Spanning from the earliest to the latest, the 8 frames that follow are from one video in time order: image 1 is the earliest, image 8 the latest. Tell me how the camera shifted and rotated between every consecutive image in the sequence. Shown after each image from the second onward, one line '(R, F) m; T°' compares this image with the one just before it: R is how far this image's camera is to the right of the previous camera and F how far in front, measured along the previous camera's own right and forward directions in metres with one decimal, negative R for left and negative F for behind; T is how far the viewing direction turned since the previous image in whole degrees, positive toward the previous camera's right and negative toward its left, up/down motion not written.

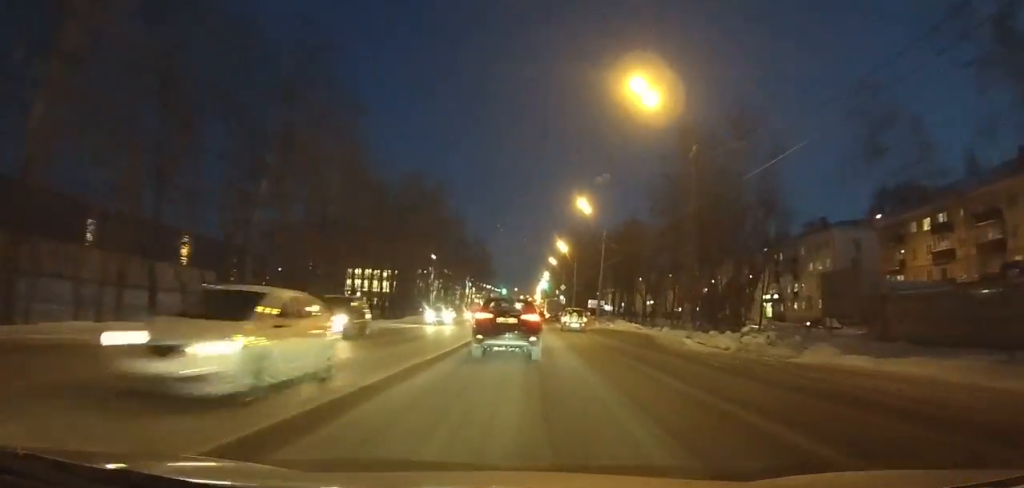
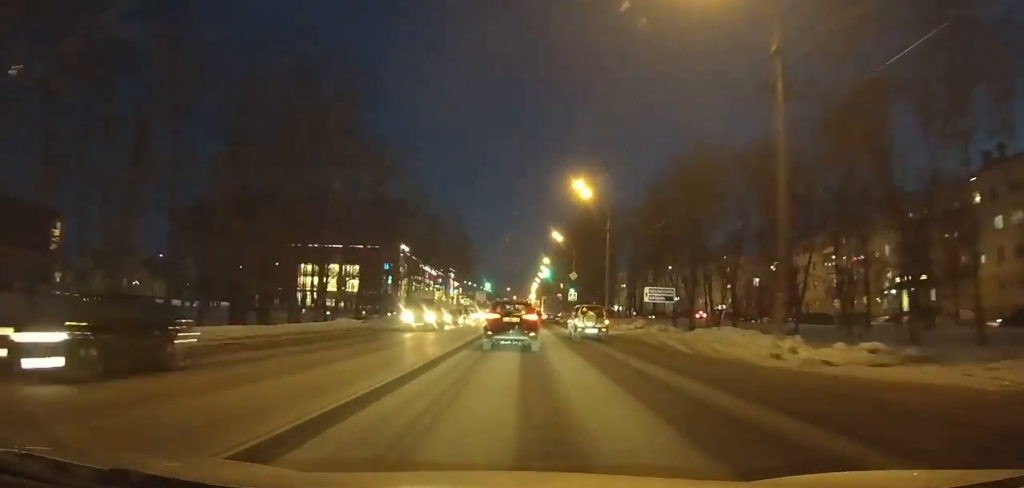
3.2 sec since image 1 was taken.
(+0.1, +42.7) m; 0°
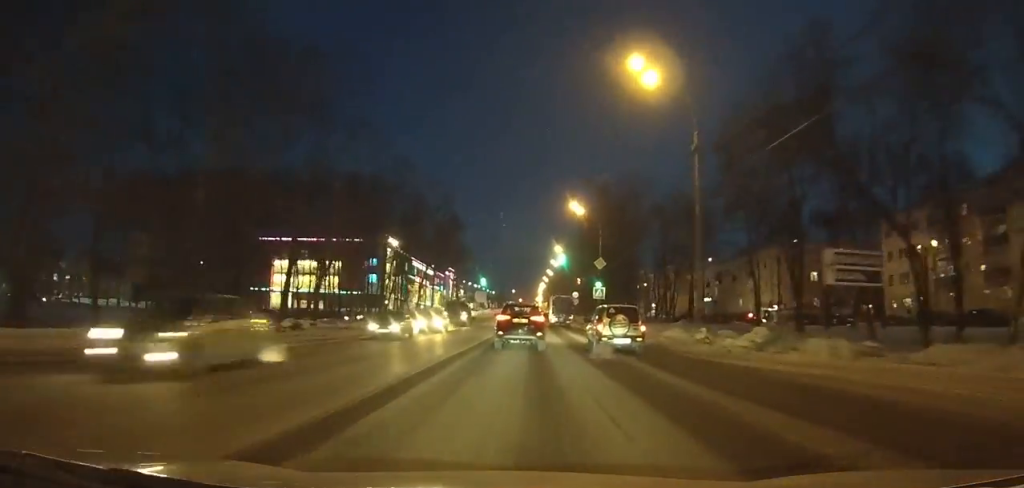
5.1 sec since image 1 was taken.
(-0.1, +25.4) m; 0°
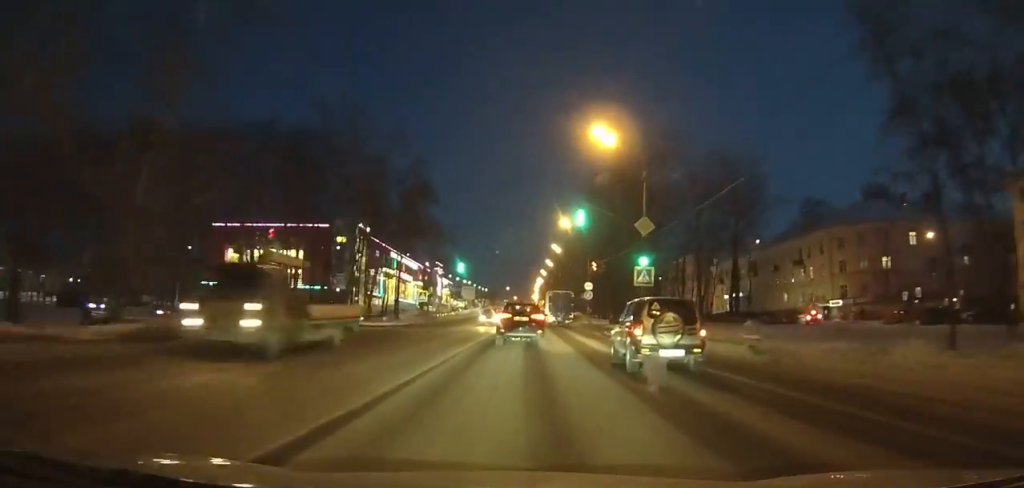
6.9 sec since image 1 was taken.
(-0.1, +24.0) m; 0°
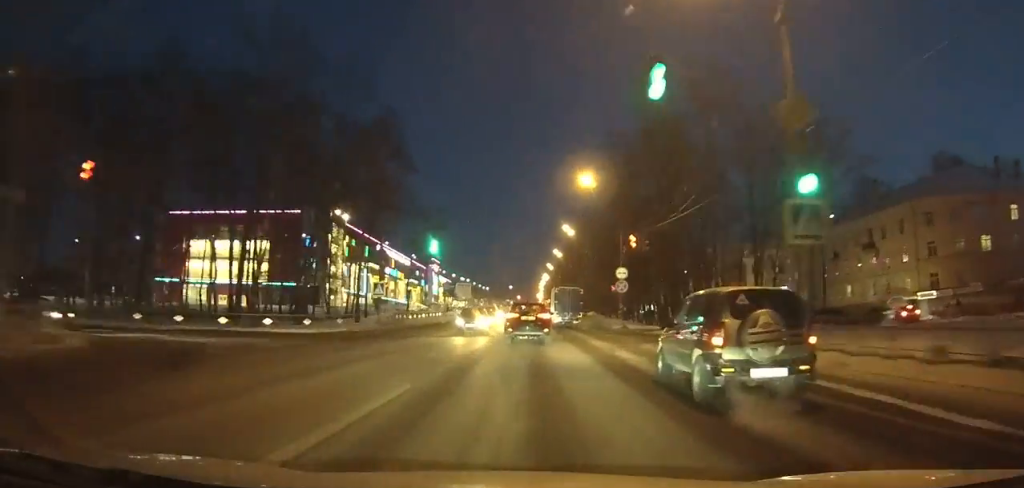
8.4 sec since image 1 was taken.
(-0.1, +19.9) m; 0°
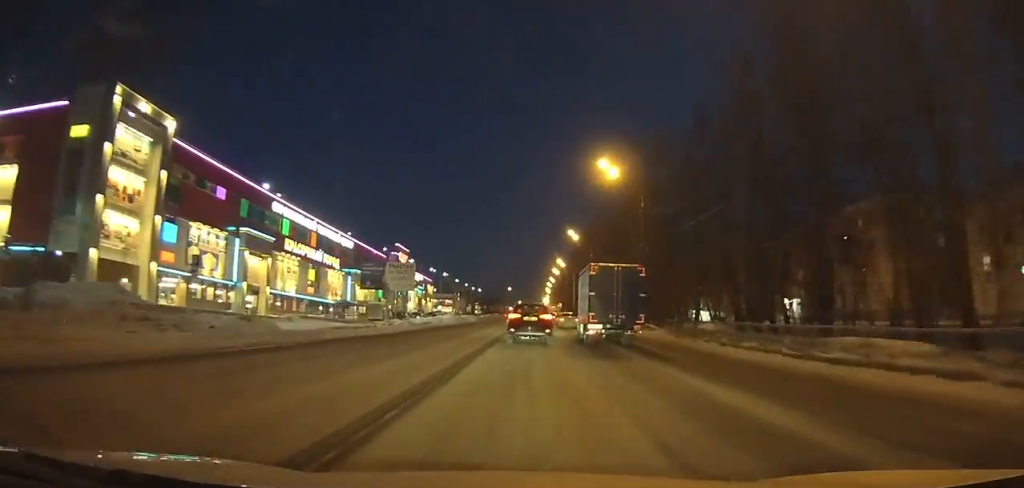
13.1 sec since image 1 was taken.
(+0.1, +59.1) m; +1°
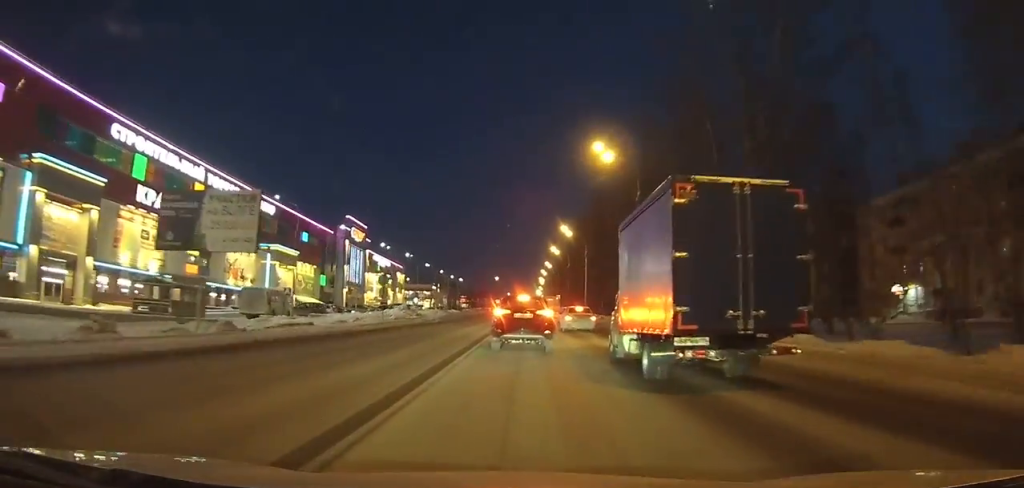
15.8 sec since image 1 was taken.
(+0.2, +29.5) m; +1°
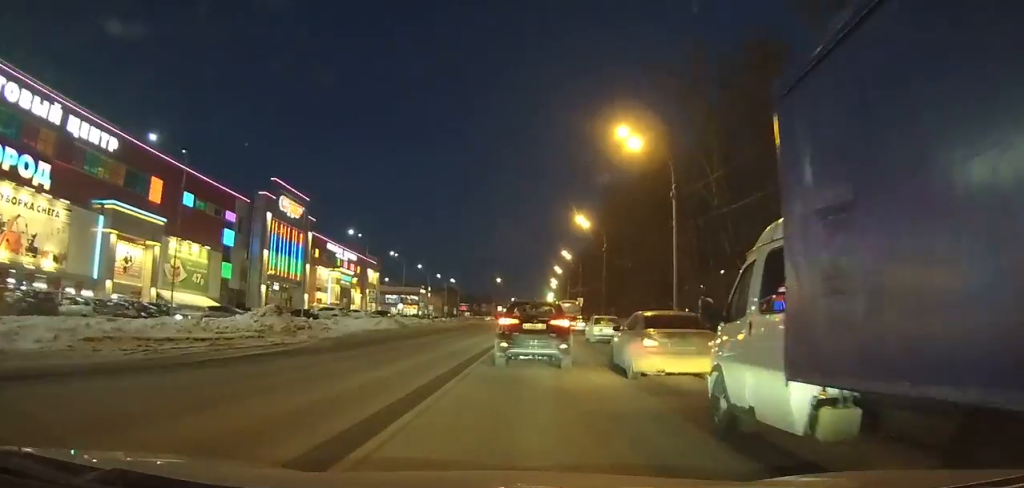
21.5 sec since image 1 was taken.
(+0.7, +45.6) m; 0°
